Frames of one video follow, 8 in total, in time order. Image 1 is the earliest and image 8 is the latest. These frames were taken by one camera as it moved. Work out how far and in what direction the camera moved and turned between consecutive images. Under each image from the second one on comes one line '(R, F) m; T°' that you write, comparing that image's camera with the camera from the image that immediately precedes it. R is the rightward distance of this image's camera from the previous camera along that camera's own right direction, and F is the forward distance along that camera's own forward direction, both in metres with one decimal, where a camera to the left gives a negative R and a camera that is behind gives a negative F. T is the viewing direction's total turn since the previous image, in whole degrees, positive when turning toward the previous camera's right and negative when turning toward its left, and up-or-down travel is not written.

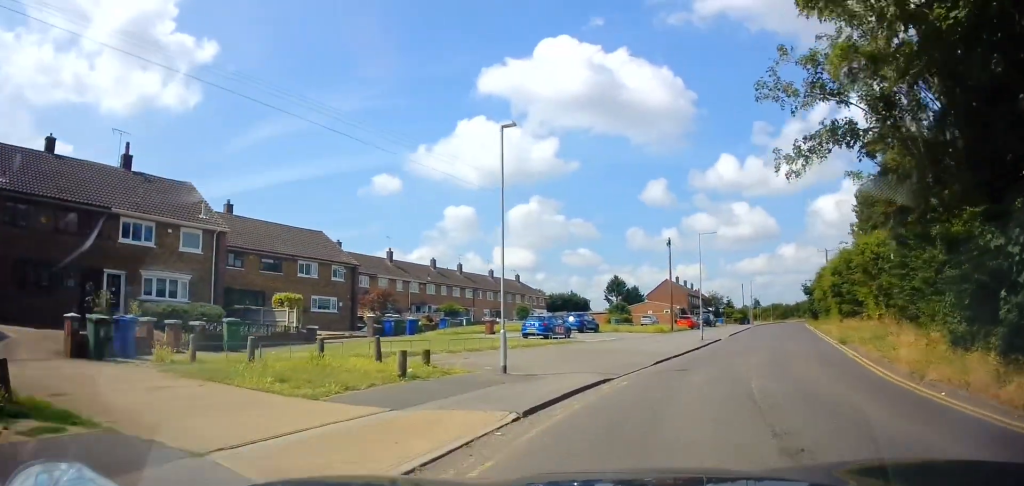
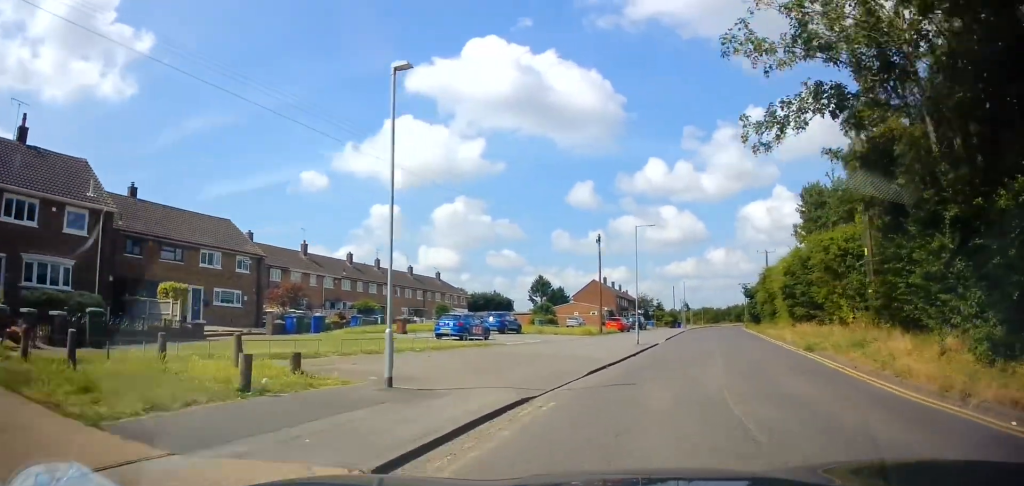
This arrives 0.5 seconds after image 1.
(+0.2, +3.5) m; +5°
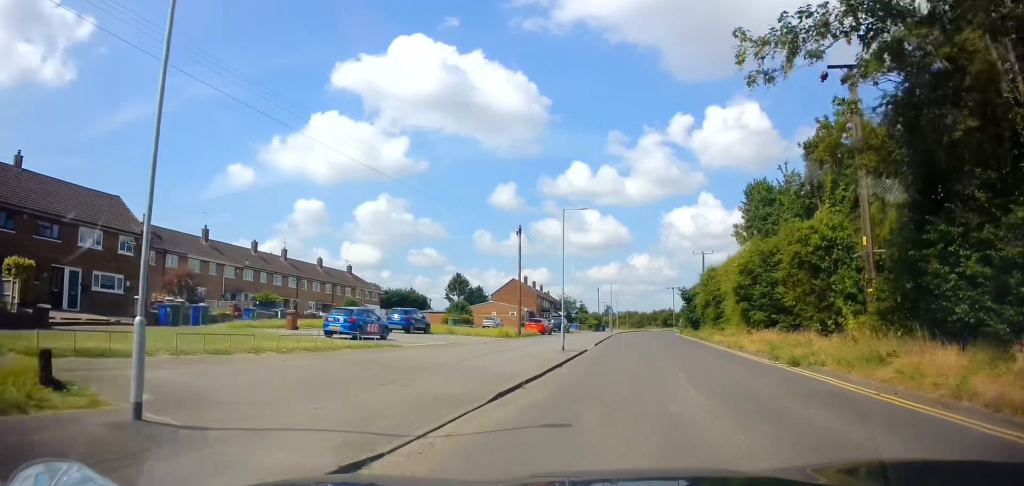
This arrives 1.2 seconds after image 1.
(+0.1, +4.5) m; +6°
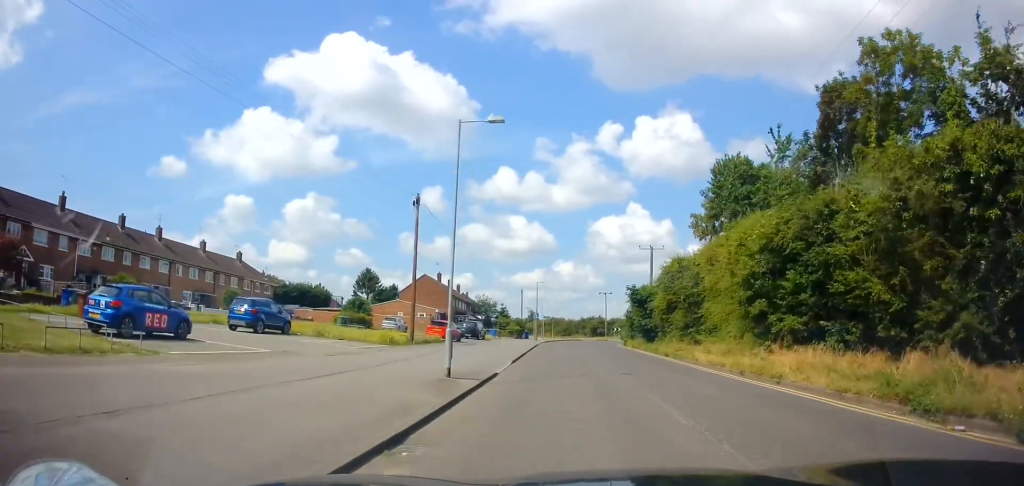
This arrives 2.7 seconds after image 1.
(+1.5, +10.8) m; +12°
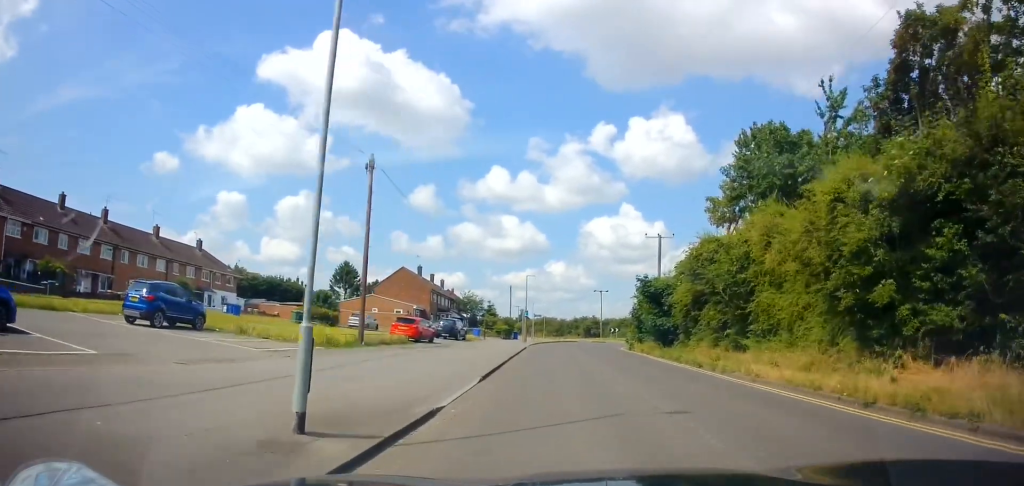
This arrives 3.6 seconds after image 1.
(+0.3, +7.4) m; +2°
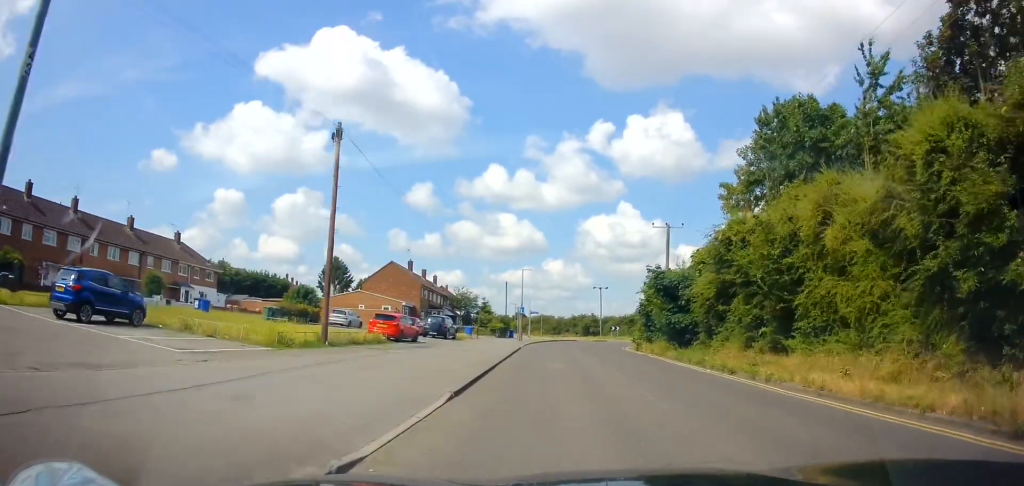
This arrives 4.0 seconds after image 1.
(0.0, +3.4) m; 0°
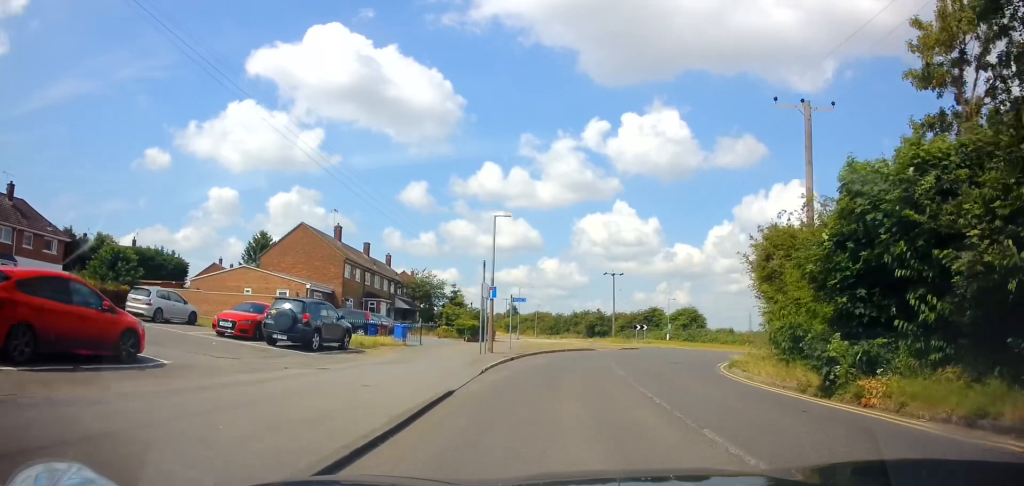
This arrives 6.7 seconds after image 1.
(-1.0, +23.5) m; -2°
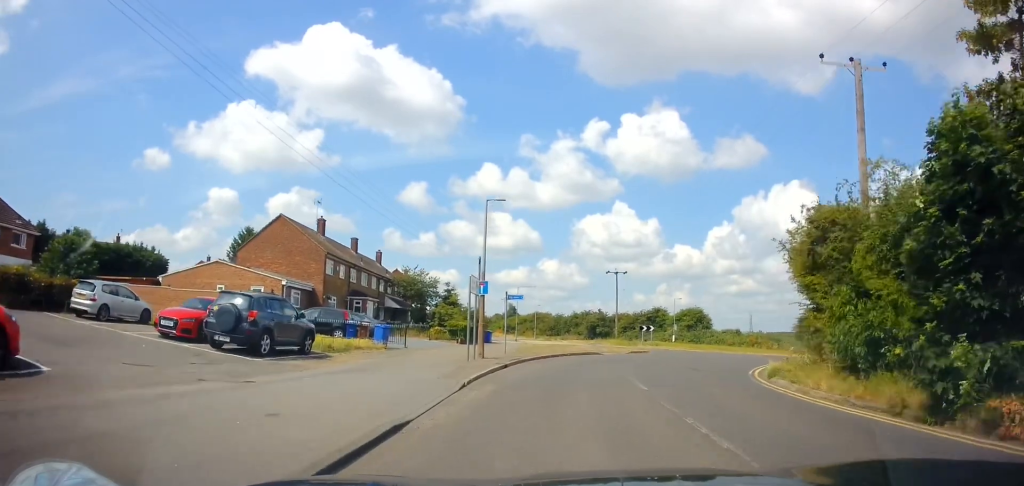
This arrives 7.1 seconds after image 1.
(+0.1, +3.6) m; +1°
